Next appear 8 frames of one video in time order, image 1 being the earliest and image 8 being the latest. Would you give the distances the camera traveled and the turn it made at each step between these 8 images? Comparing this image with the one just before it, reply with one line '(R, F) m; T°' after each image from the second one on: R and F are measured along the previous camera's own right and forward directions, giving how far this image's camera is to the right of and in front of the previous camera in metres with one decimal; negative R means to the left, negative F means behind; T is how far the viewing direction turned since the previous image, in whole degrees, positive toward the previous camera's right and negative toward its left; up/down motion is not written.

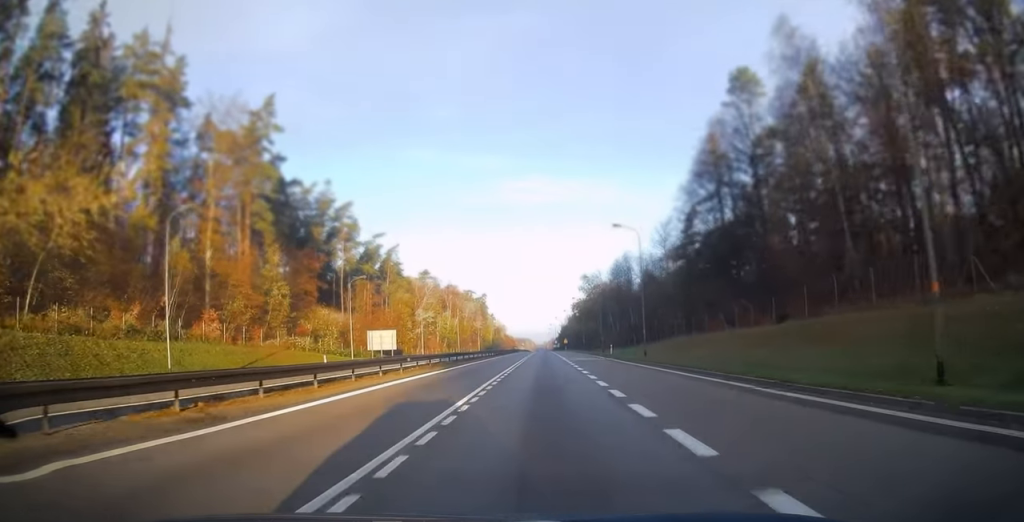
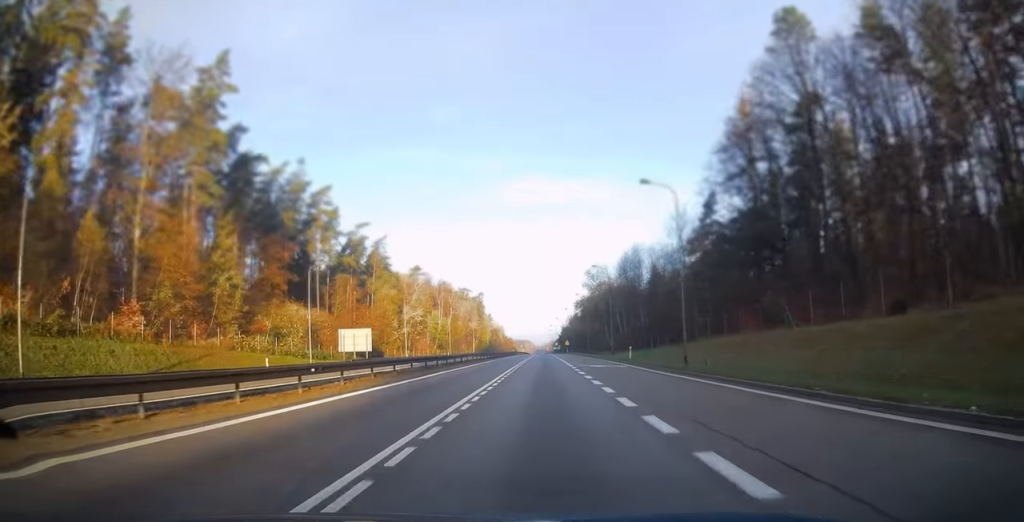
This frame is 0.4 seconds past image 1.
(+0.1, +13.3) m; 0°
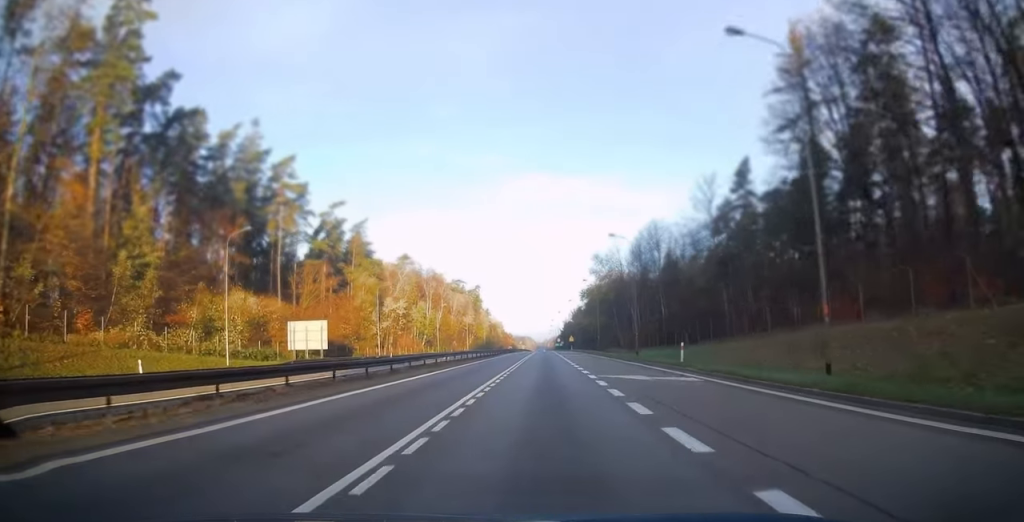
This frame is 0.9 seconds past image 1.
(+0.2, +17.0) m; 0°
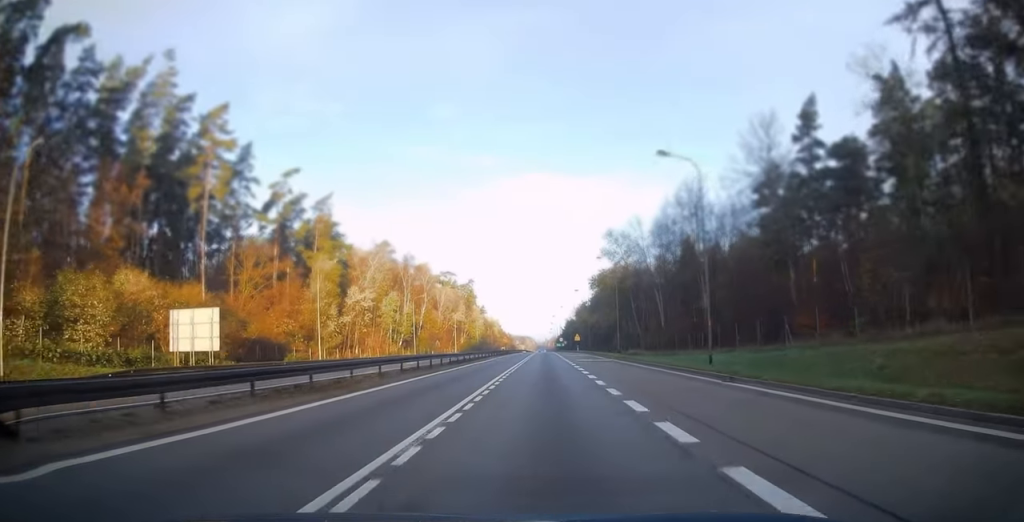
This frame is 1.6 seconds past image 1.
(-0.1, +22.3) m; 0°
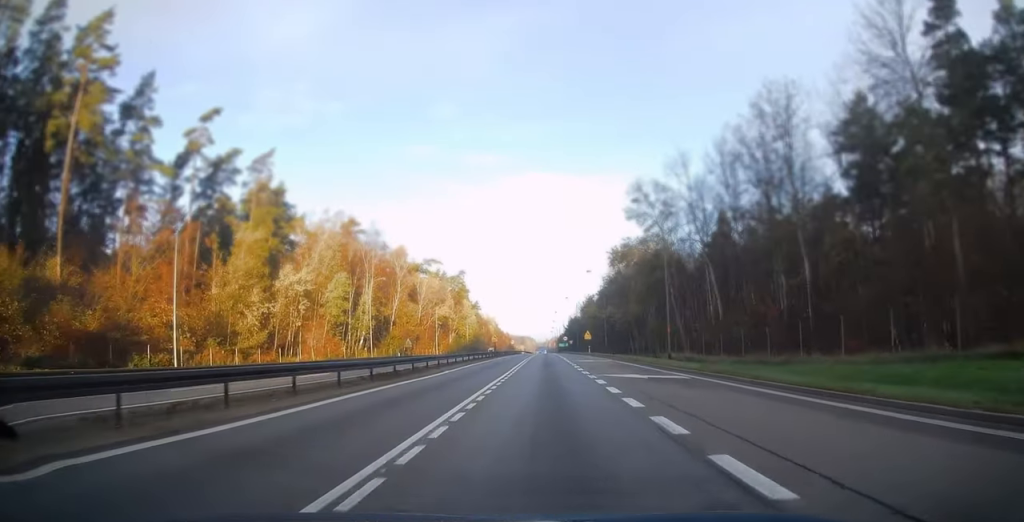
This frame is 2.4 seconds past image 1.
(-0.1, +25.5) m; 0°
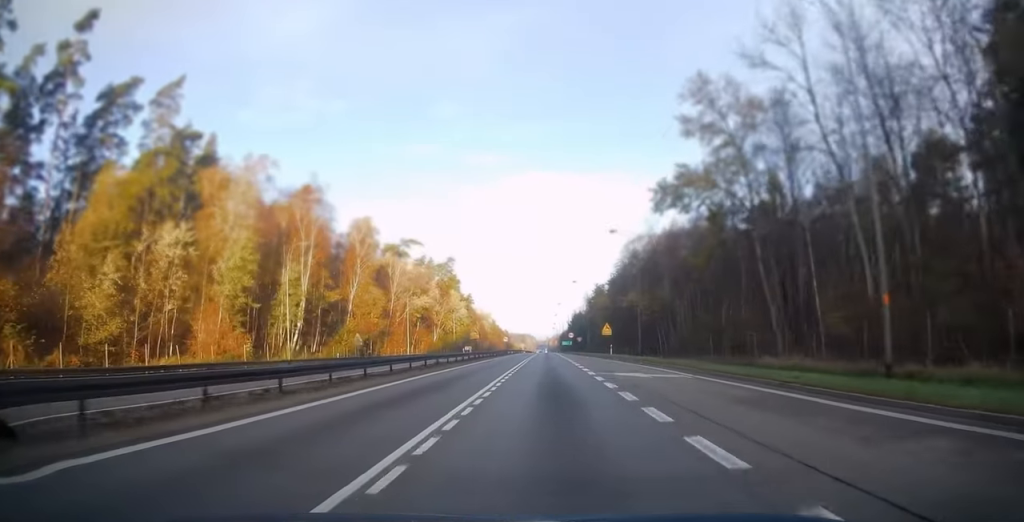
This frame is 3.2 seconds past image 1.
(+0.2, +25.0) m; 0°
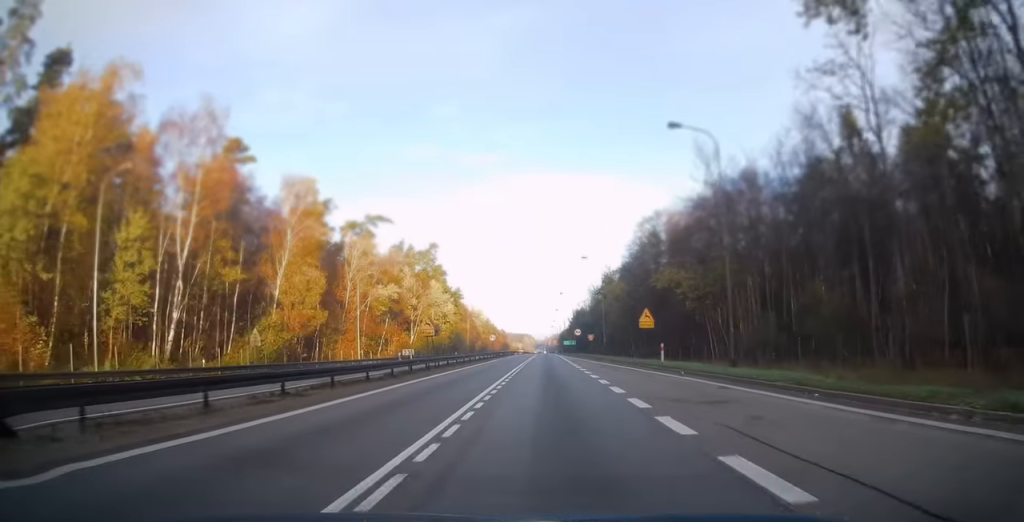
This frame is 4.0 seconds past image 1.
(-0.3, +24.0) m; 0°
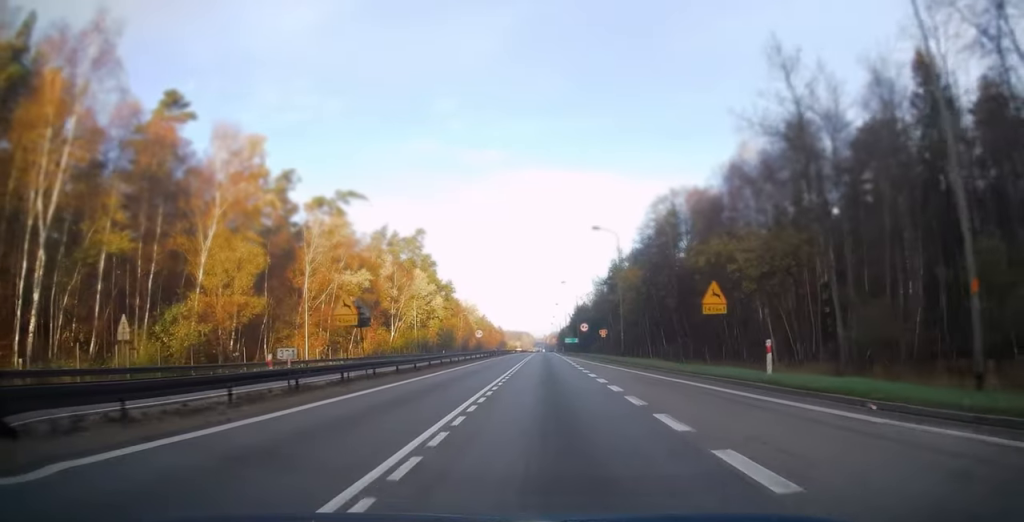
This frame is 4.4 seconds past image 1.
(+0.1, +15.0) m; 0°
